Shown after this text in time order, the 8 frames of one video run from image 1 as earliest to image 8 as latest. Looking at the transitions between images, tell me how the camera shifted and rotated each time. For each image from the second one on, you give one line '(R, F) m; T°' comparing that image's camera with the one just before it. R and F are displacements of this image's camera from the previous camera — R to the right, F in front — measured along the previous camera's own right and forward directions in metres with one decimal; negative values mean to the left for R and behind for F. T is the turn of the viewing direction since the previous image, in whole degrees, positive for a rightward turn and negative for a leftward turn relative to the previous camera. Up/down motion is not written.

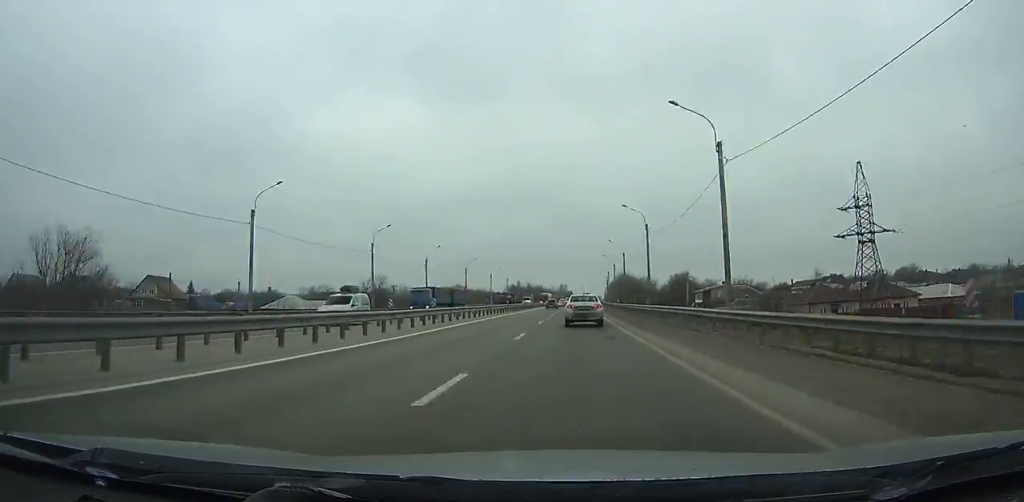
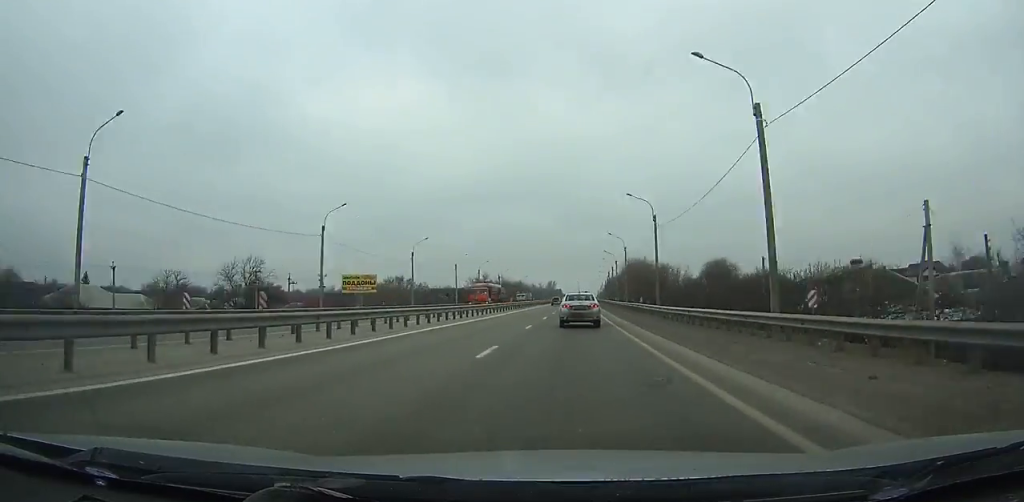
(+0.5, +64.6) m; +1°
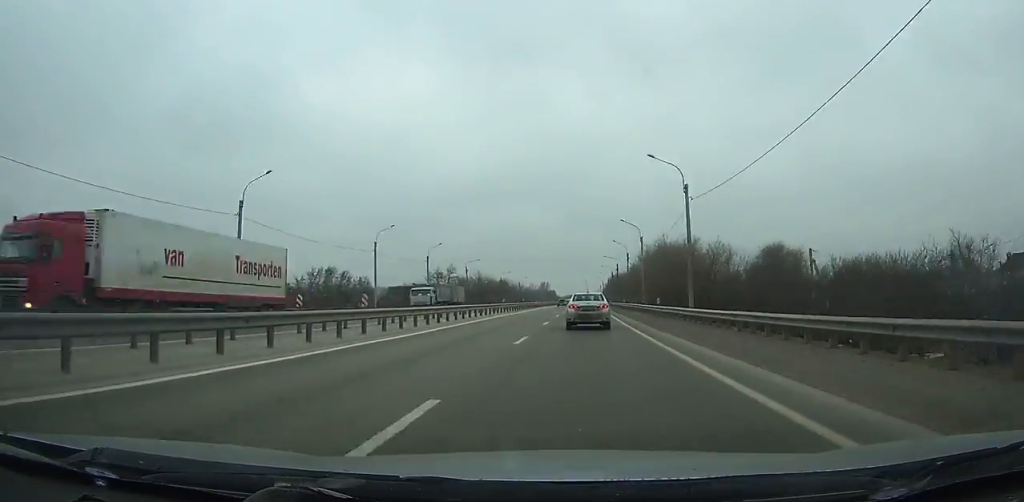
(+0.3, +42.8) m; +1°
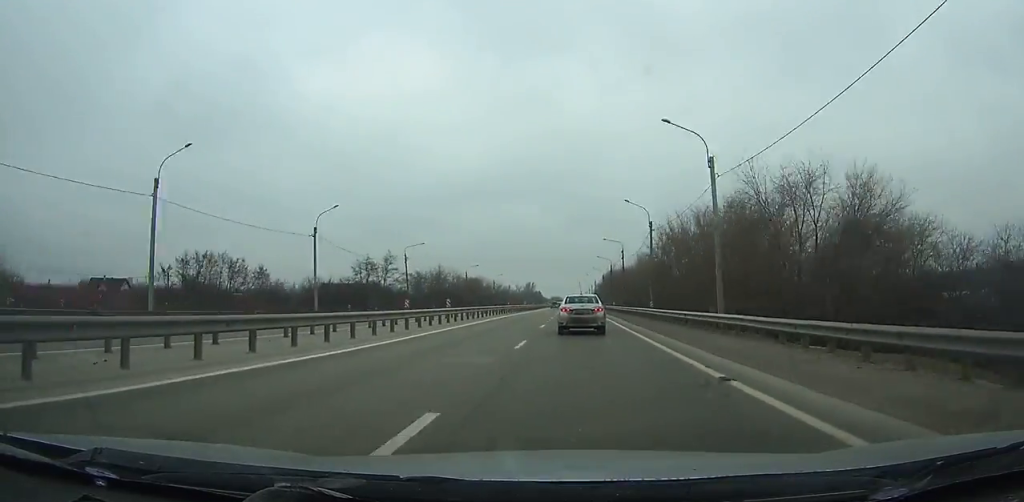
(+0.5, +35.5) m; +1°
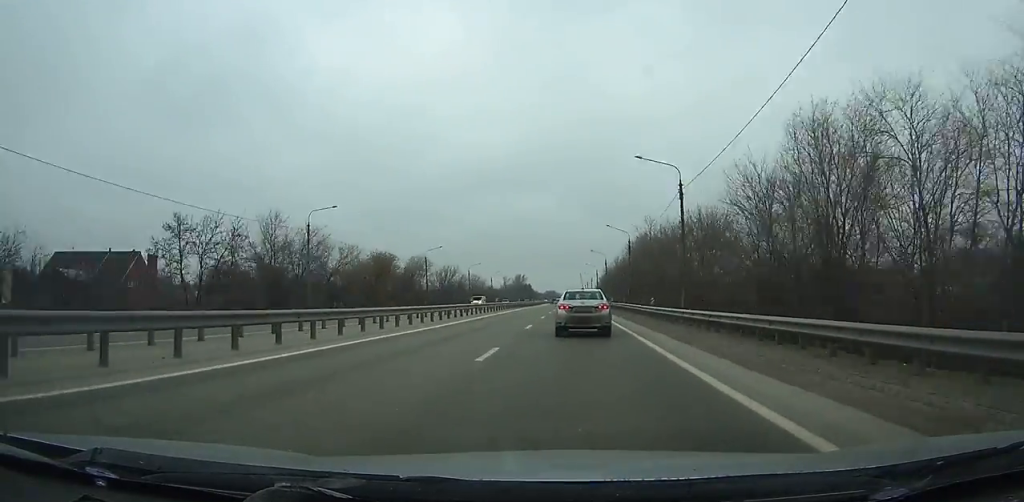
(+0.5, +74.6) m; 0°
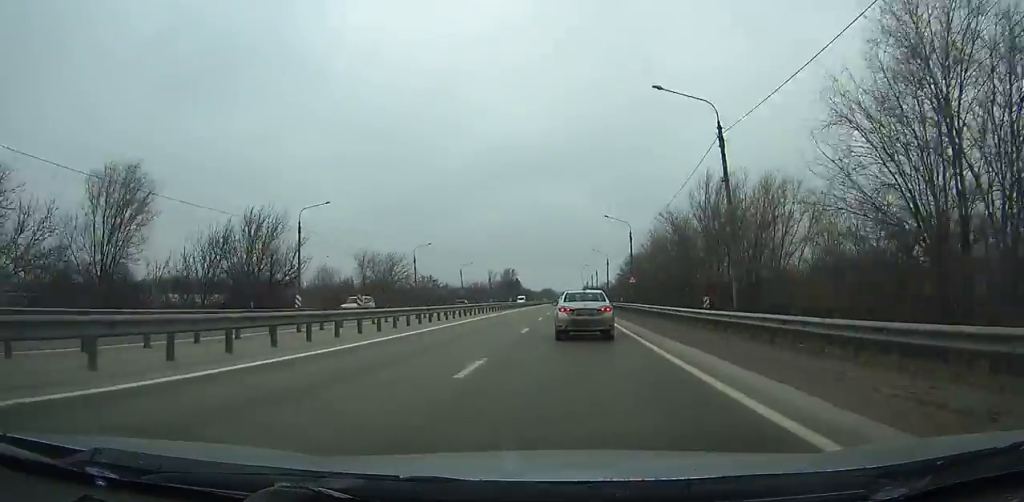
(-0.5, +85.7) m; -1°
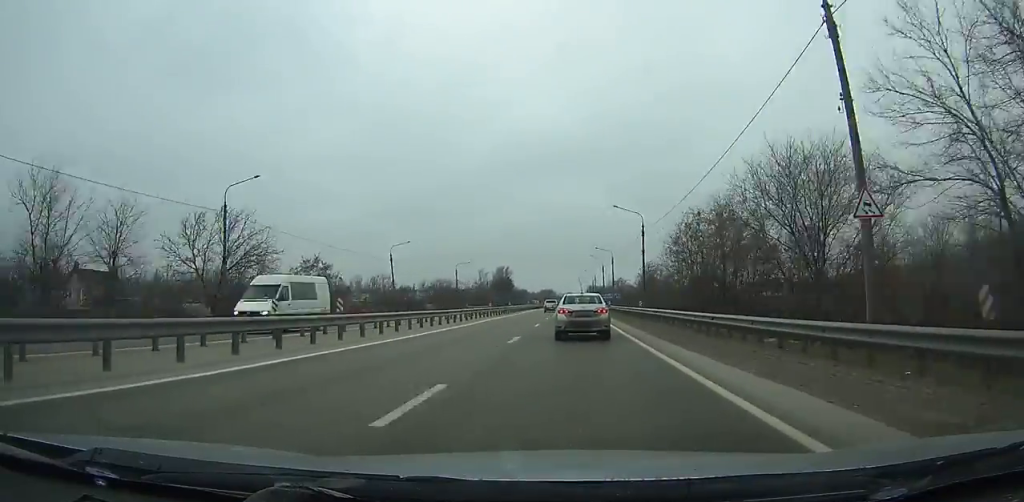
(-0.1, +52.3) m; 0°
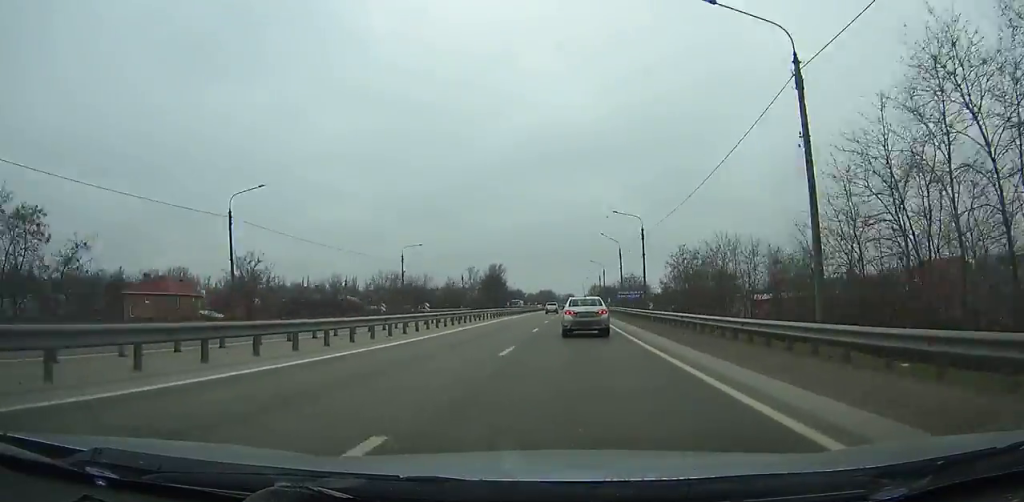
(0.0, +39.8) m; 0°
